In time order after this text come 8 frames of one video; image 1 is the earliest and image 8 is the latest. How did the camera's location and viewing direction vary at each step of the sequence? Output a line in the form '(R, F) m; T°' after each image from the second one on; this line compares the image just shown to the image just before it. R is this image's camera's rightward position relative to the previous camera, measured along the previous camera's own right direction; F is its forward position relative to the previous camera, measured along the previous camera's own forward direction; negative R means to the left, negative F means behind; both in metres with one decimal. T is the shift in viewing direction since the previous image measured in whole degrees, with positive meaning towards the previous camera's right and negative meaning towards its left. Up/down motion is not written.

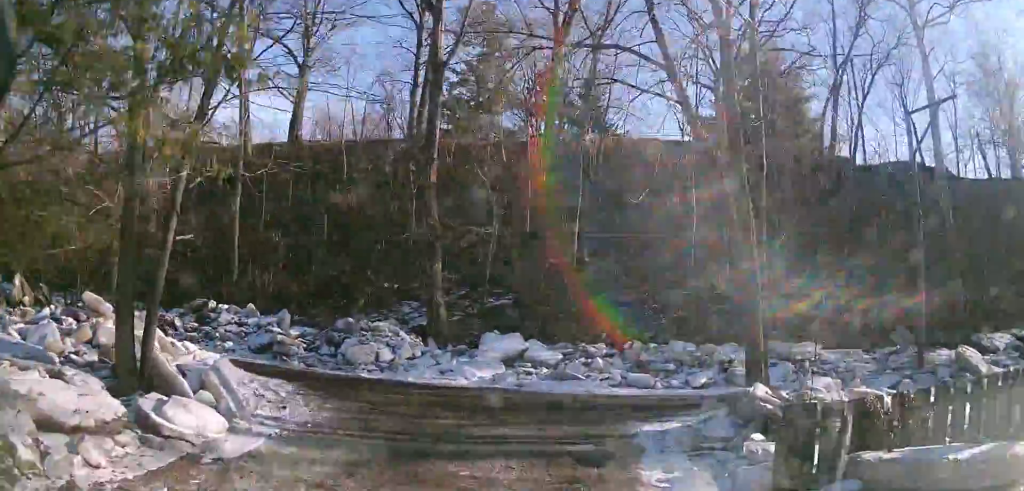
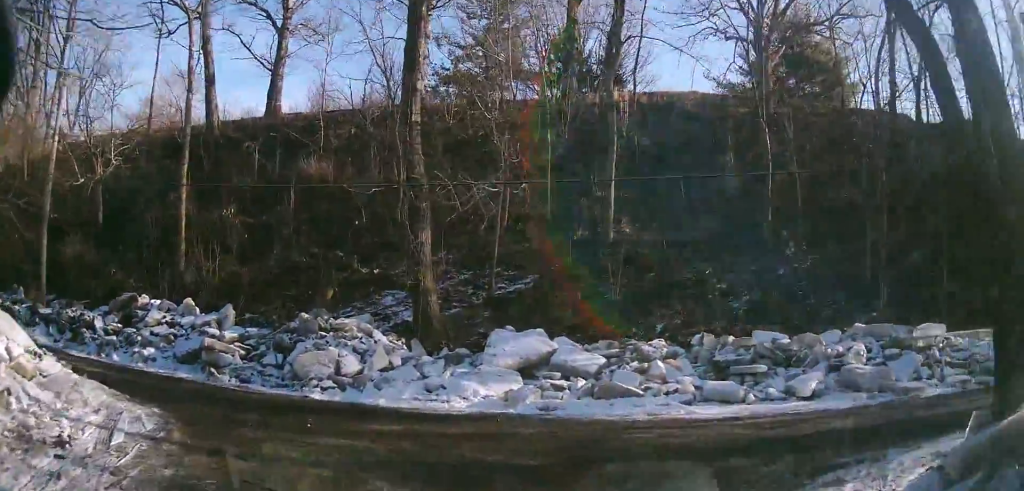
(0.0, +6.2) m; 0°
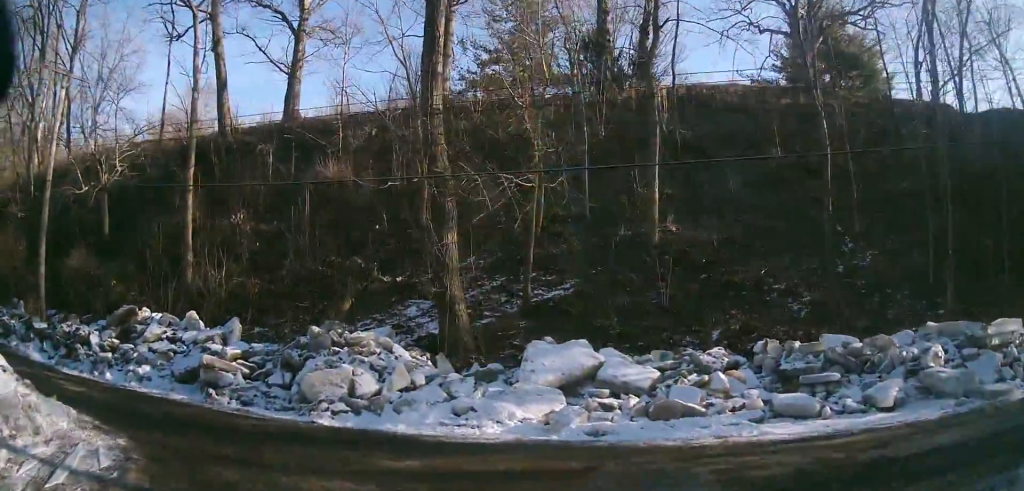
(0.0, +2.2) m; 0°
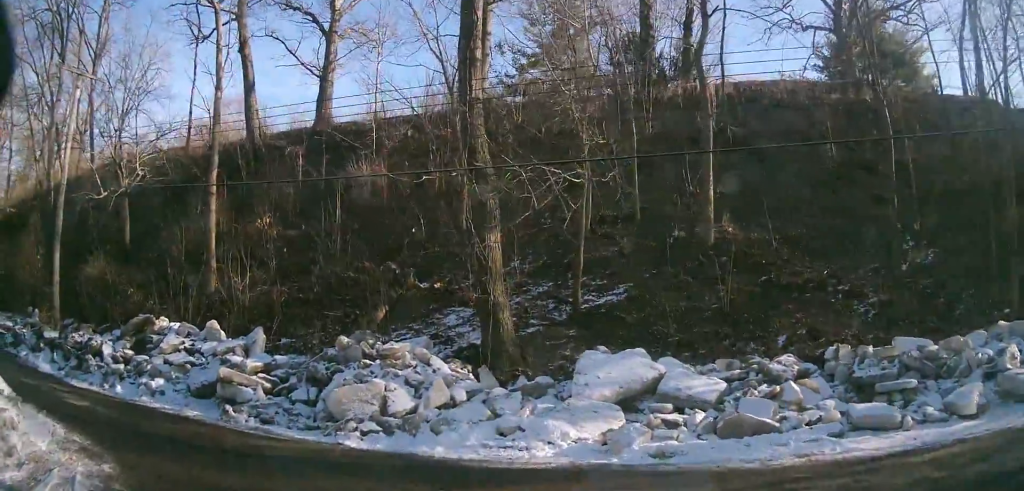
(0.0, +1.6) m; 0°
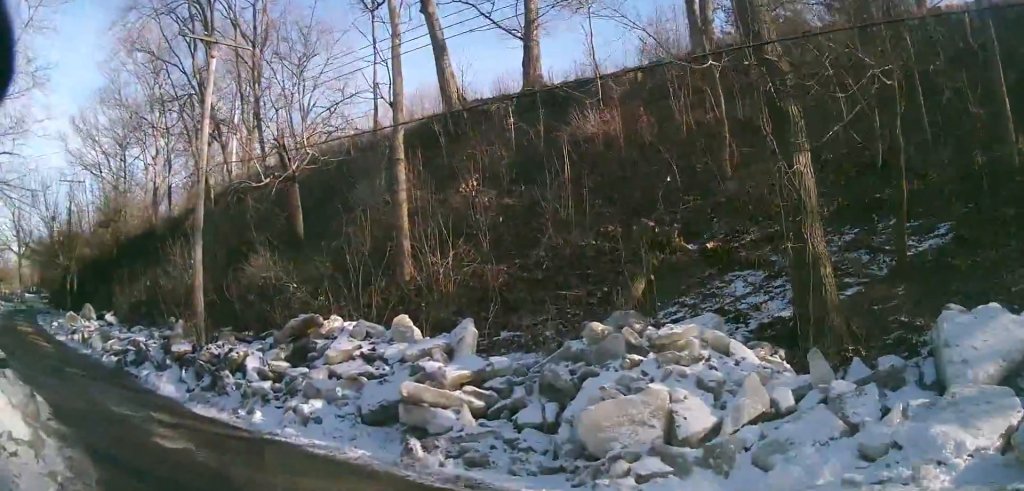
(0.0, +5.0) m; -5°
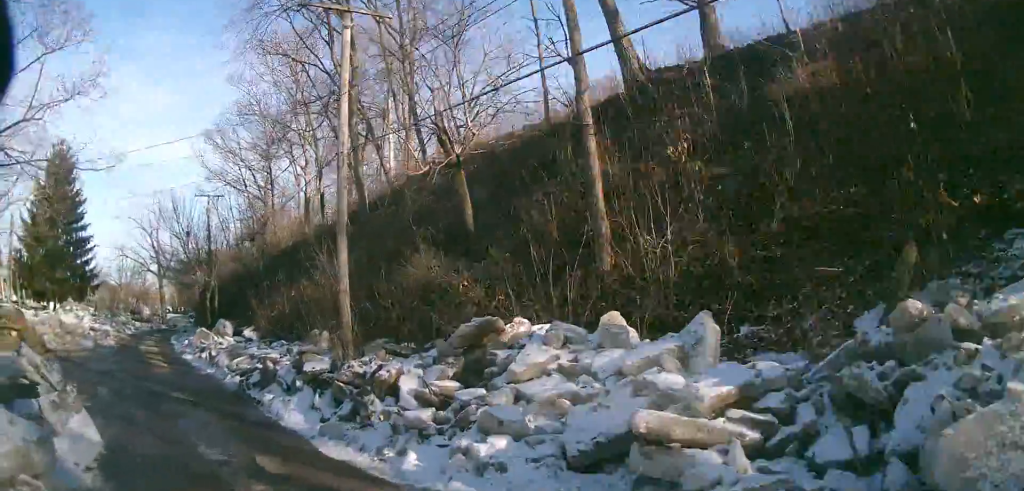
(-0.1, +2.8) m; -20°
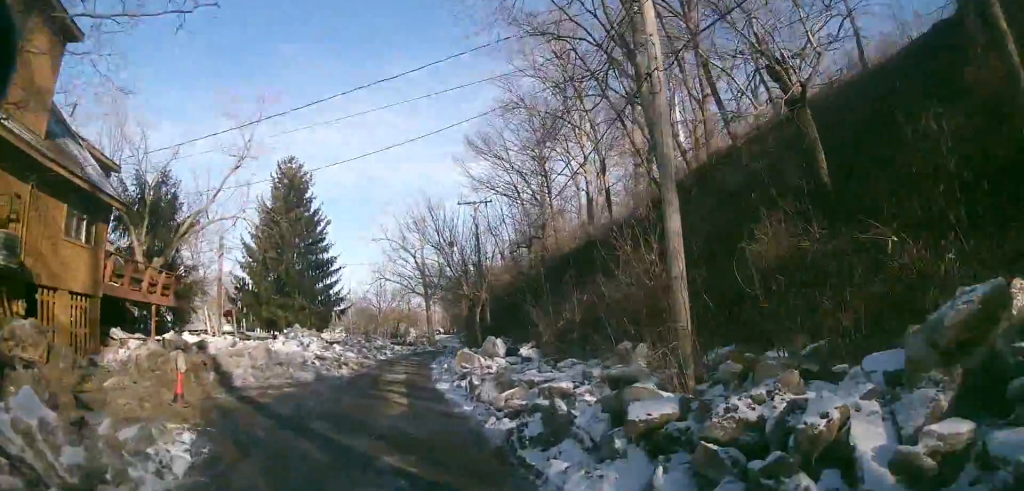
(-1.6, +4.4) m; -30°
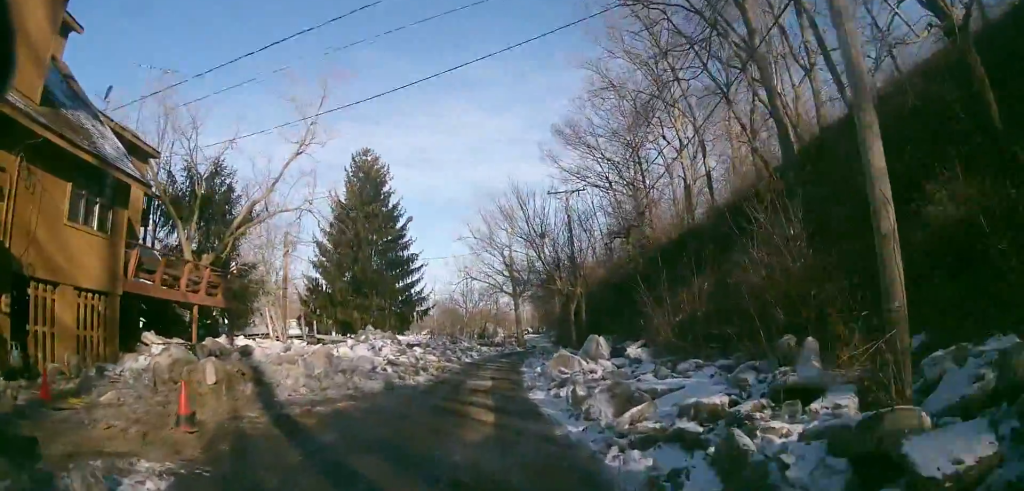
(-0.2, +2.3) m; -4°
